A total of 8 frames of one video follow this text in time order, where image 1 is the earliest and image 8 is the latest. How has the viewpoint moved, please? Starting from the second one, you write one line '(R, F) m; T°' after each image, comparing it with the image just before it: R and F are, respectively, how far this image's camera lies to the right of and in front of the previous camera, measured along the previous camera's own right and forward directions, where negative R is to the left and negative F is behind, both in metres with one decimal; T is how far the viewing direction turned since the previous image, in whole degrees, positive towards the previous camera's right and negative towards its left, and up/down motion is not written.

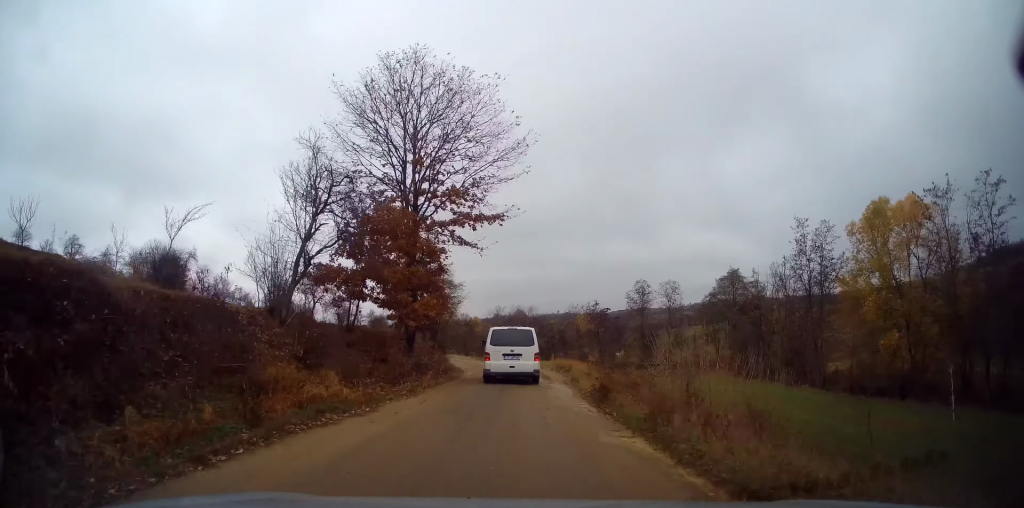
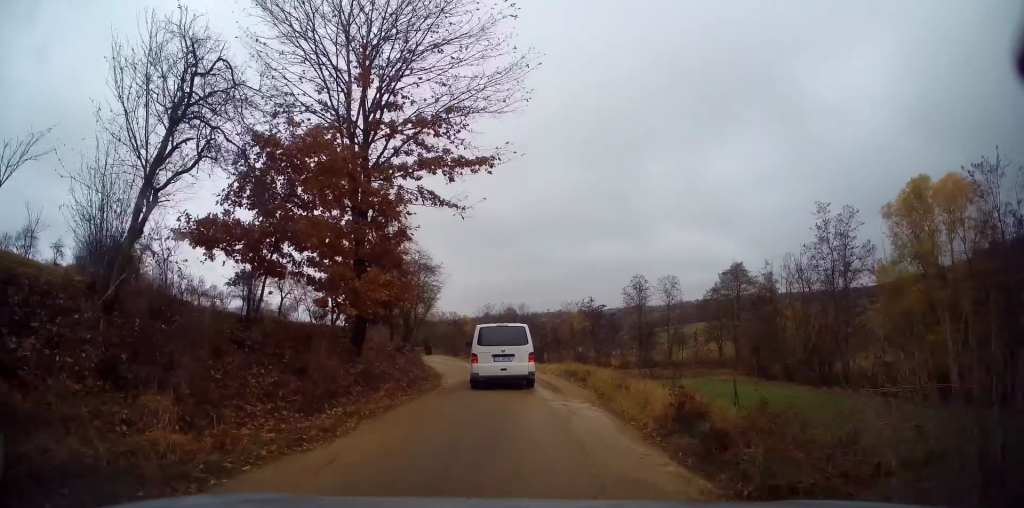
(+0.1, +6.2) m; +1°
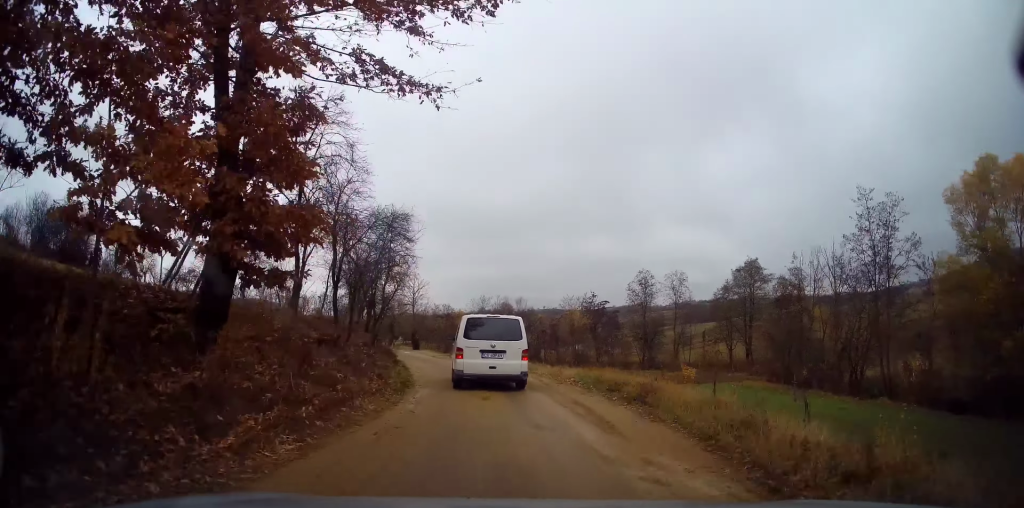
(+0.2, +7.3) m; +2°
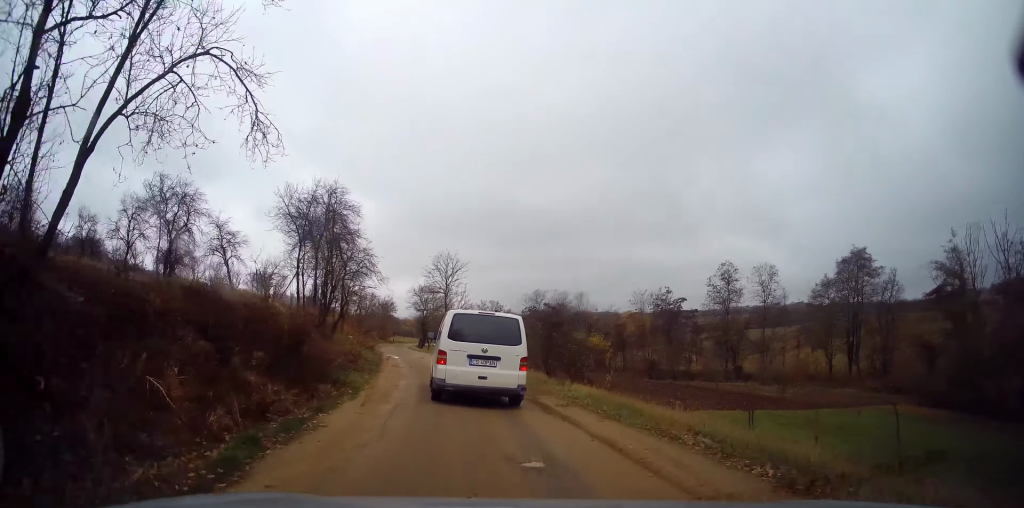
(+0.3, +17.7) m; -5°
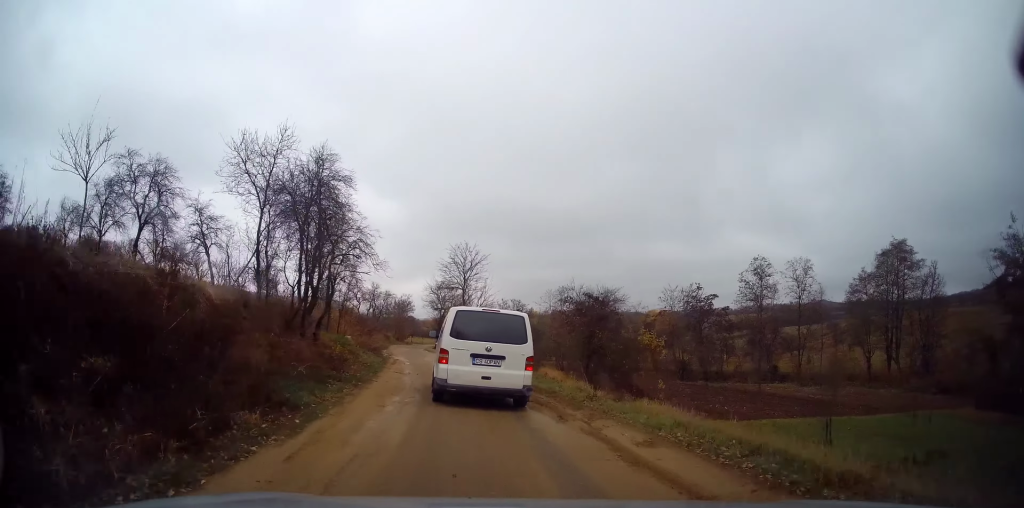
(-0.3, +4.5) m; -4°
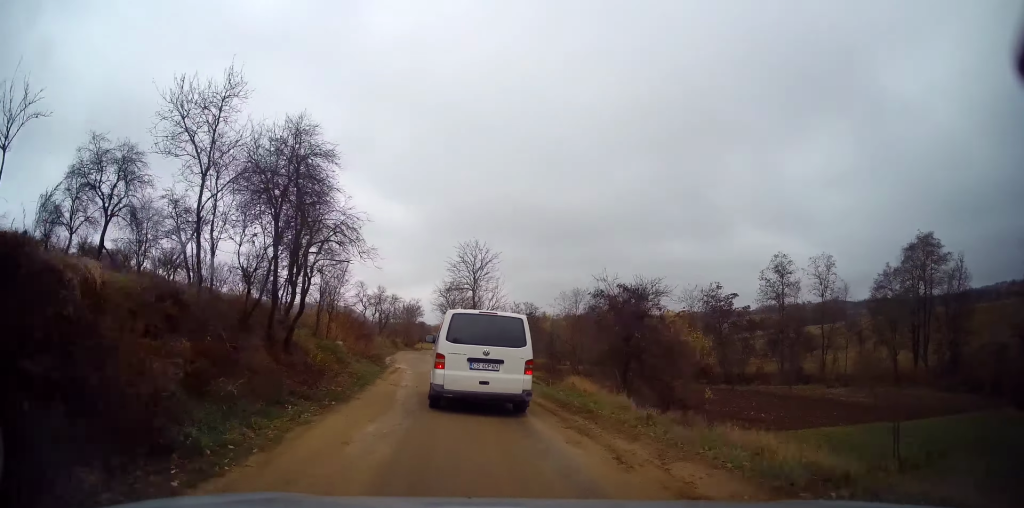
(-0.1, +3.2) m; -1°
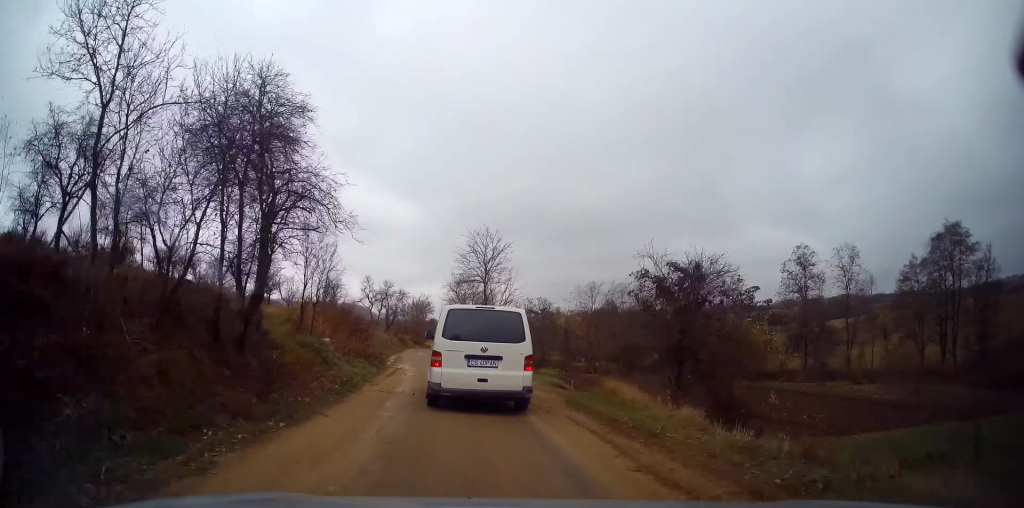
(0.0, +3.2) m; +1°
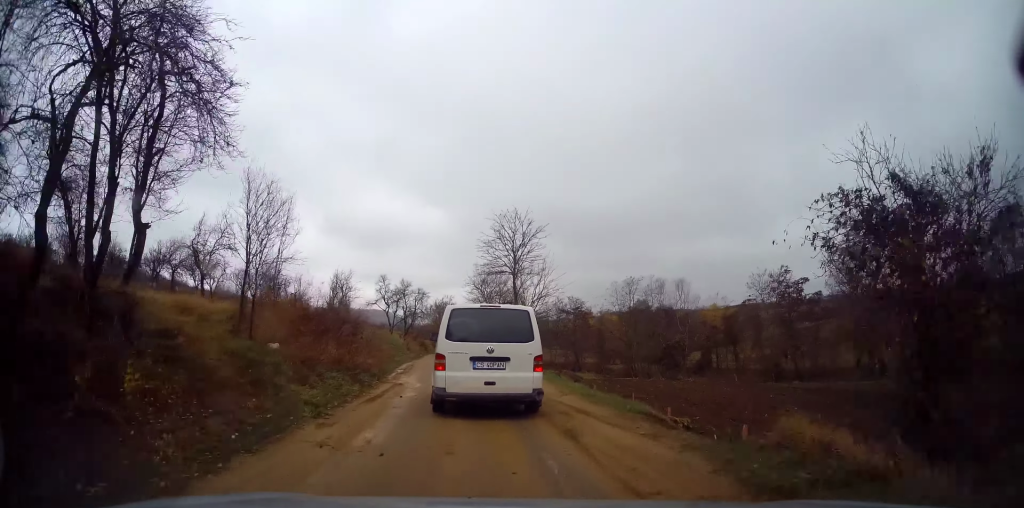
(+0.1, +6.4) m; 0°
